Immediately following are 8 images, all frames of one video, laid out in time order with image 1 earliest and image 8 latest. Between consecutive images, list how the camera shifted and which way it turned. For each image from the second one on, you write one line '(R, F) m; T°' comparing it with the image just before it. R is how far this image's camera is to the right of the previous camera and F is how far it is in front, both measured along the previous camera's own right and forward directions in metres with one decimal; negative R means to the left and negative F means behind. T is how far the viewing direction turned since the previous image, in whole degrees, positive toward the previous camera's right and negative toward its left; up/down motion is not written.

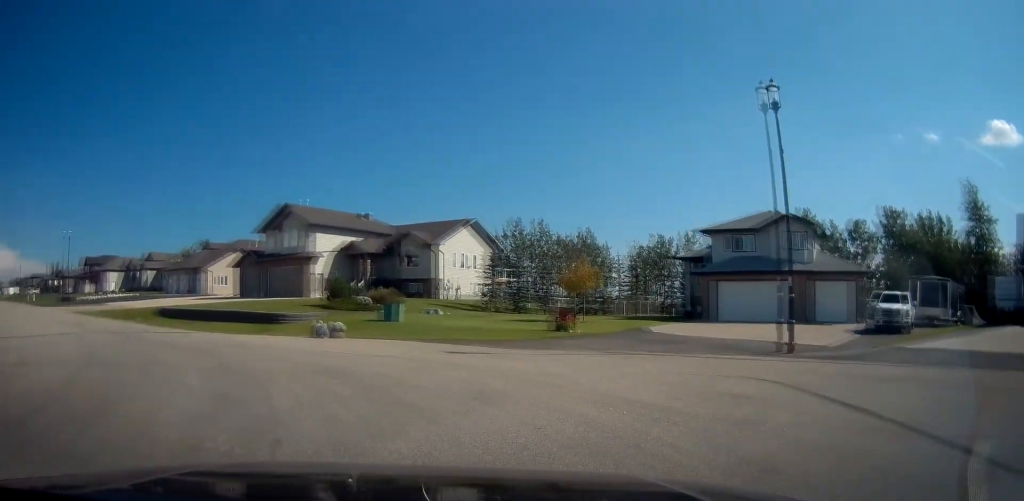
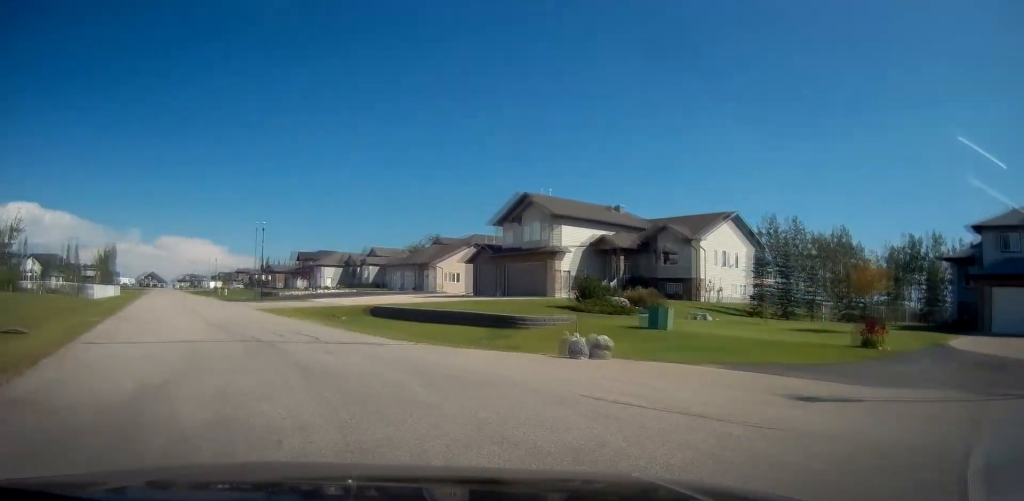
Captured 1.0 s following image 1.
(-1.0, +5.6) m; -20°
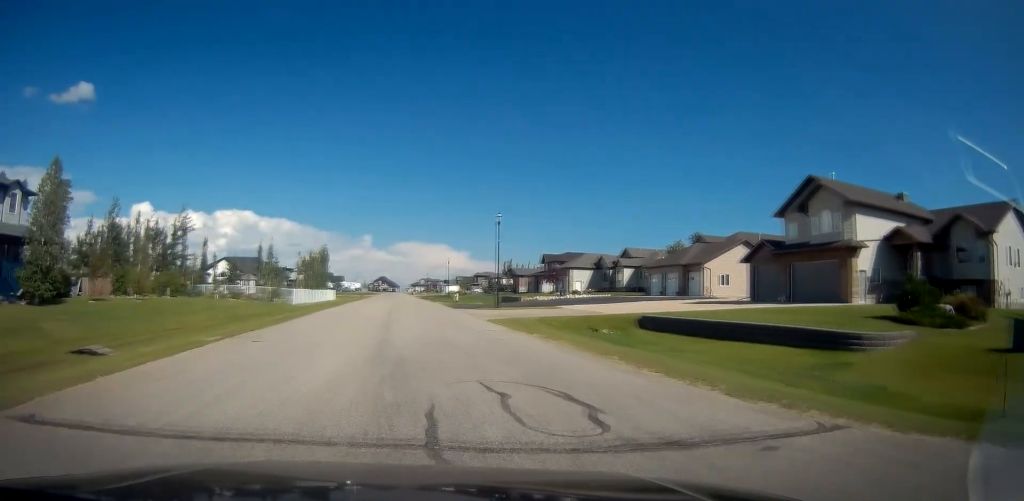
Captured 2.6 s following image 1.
(-2.1, +8.4) m; -29°
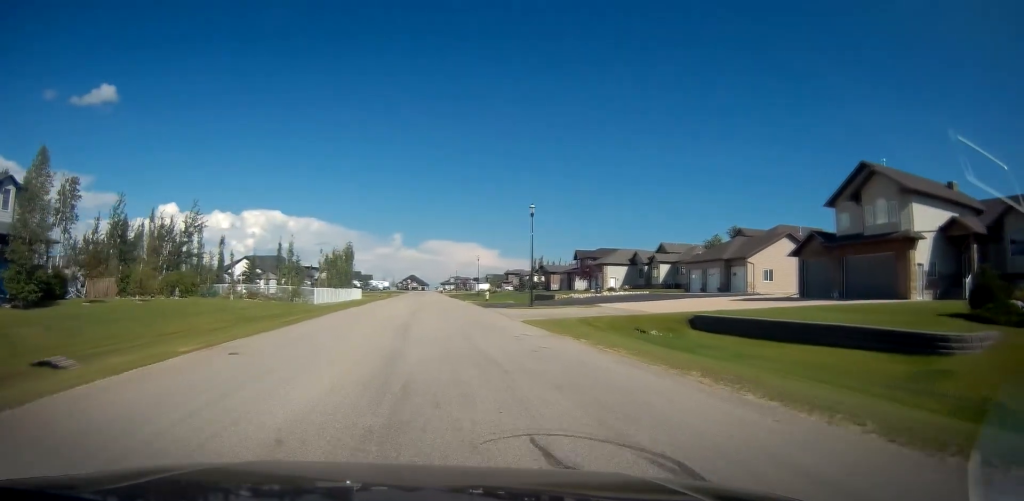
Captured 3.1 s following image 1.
(-0.5, +3.3) m; -3°
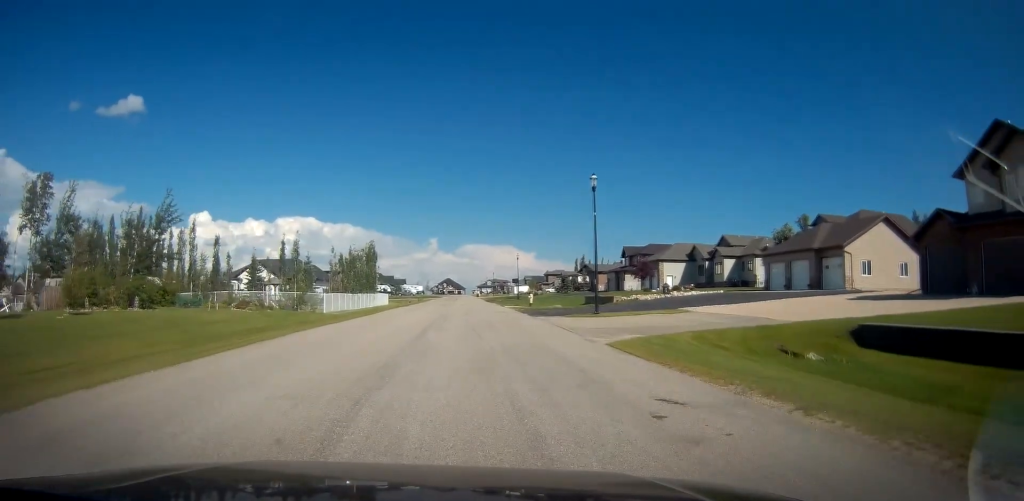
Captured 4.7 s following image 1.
(-0.2, +10.8) m; -3°
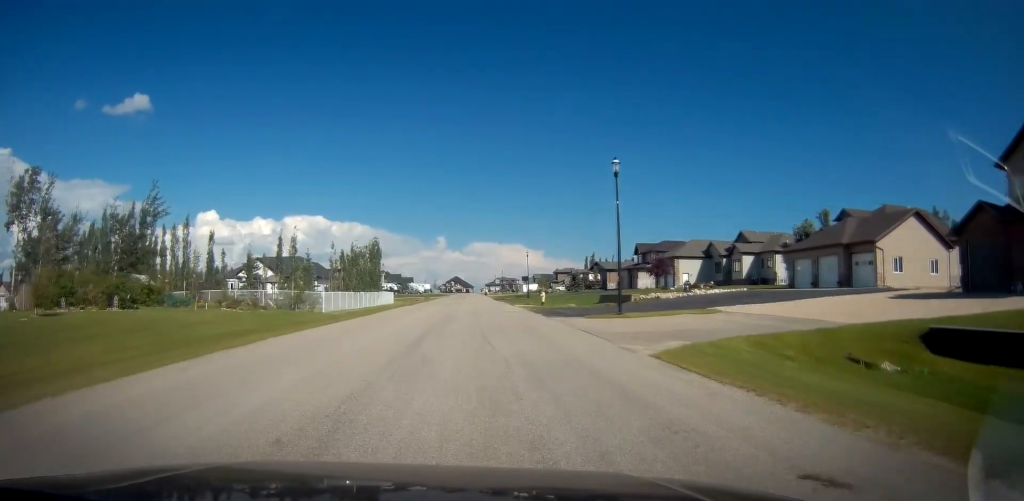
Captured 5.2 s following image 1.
(-0.2, +3.3) m; -2°
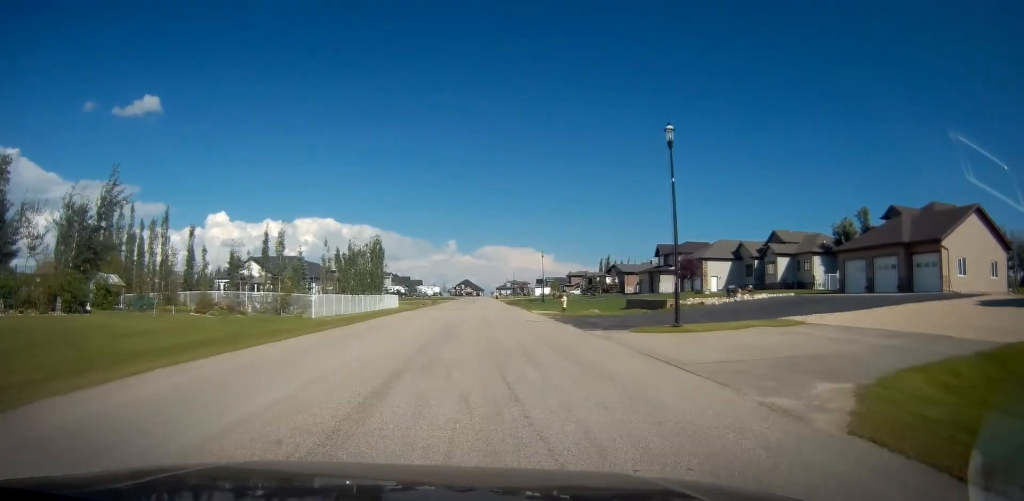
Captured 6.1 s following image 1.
(-0.1, +6.5) m; -1°
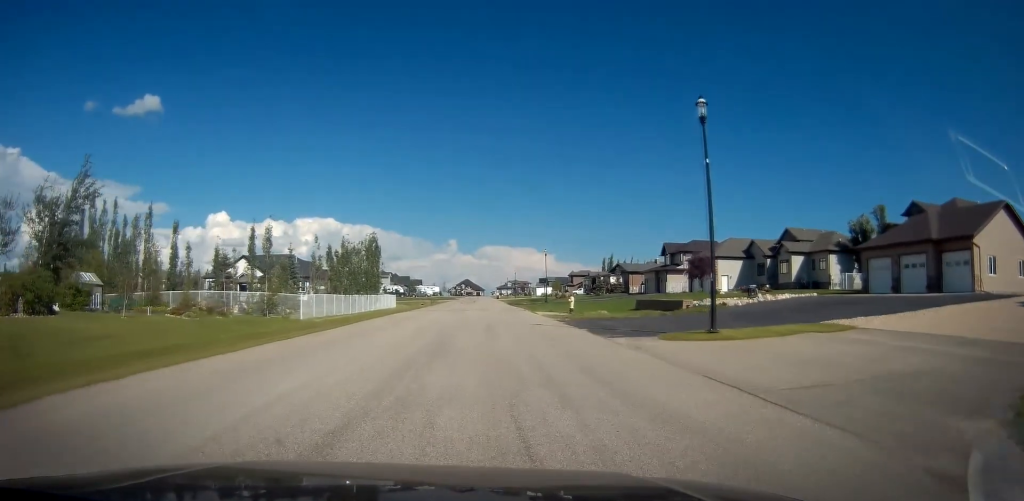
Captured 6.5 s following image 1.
(0.0, +3.1) m; 0°
